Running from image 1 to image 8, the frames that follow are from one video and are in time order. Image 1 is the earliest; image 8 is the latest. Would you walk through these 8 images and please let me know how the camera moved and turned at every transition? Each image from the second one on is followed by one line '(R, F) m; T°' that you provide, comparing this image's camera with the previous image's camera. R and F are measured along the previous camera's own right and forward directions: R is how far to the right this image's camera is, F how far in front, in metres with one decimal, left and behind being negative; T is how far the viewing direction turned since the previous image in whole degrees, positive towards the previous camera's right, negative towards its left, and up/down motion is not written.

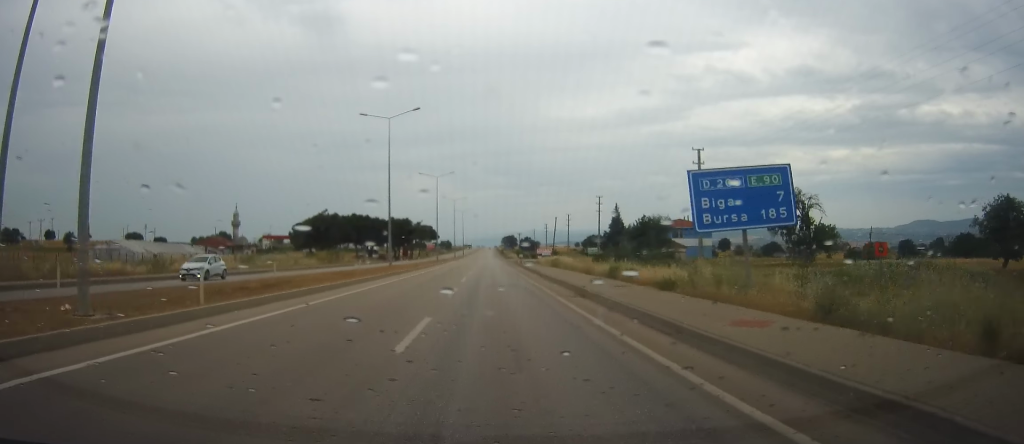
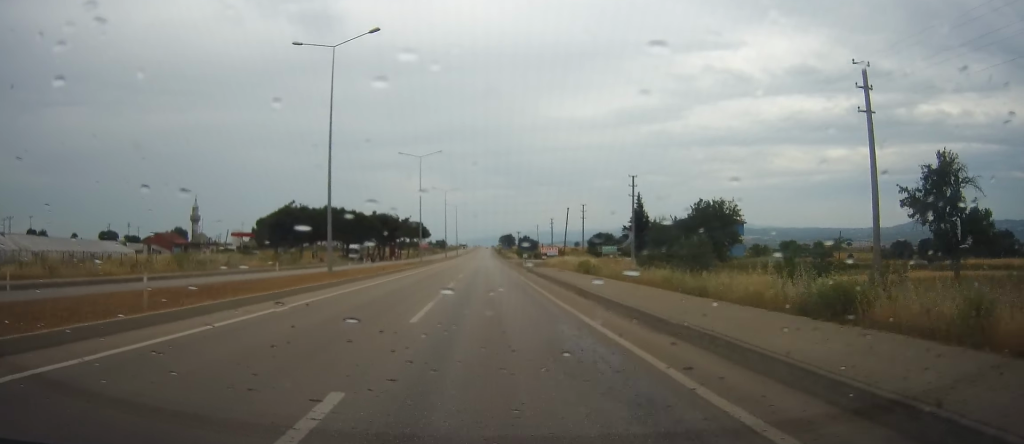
(0.0, +19.9) m; 0°
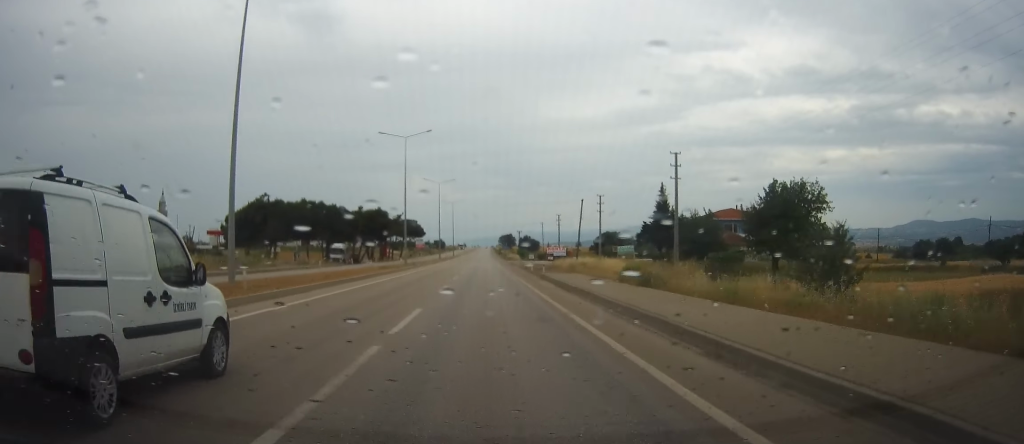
(-0.1, +13.8) m; 0°
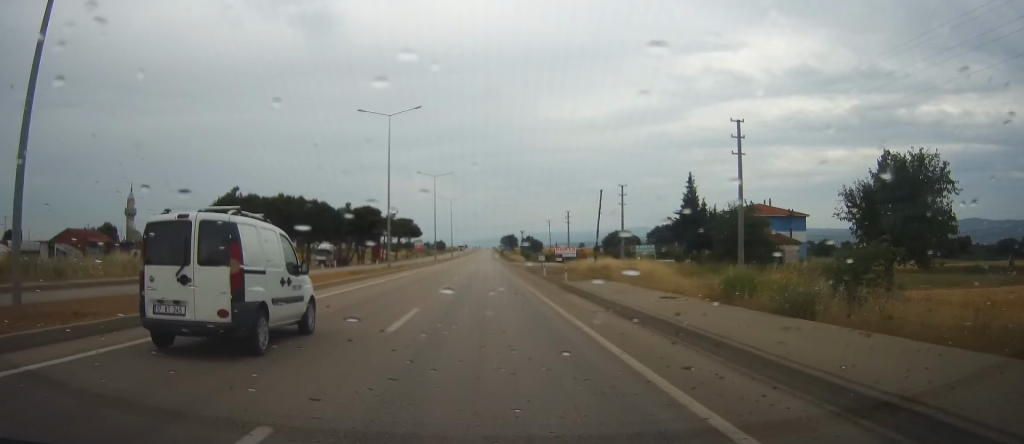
(-0.1, +11.7) m; 0°
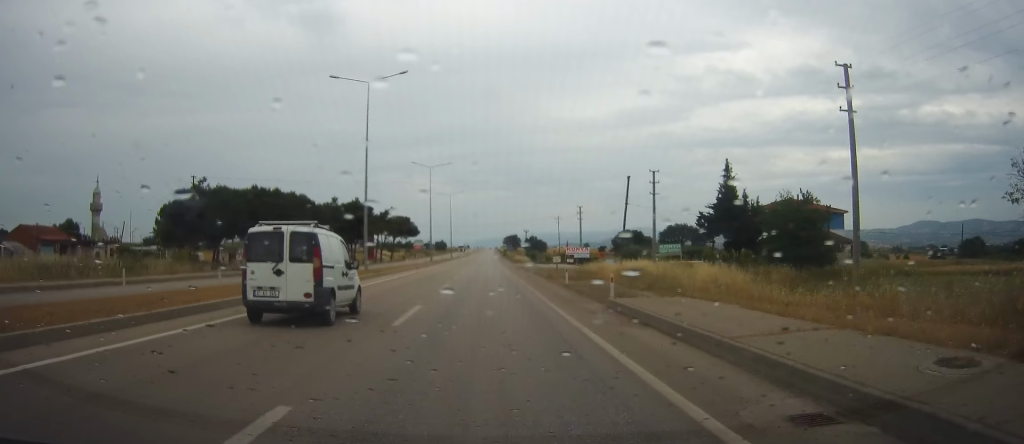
(+0.1, +10.9) m; 0°
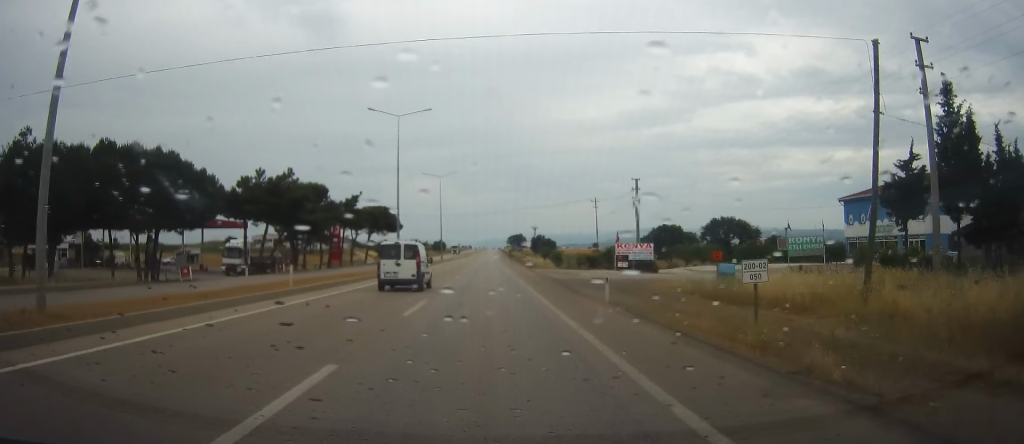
(-0.3, +33.1) m; -1°
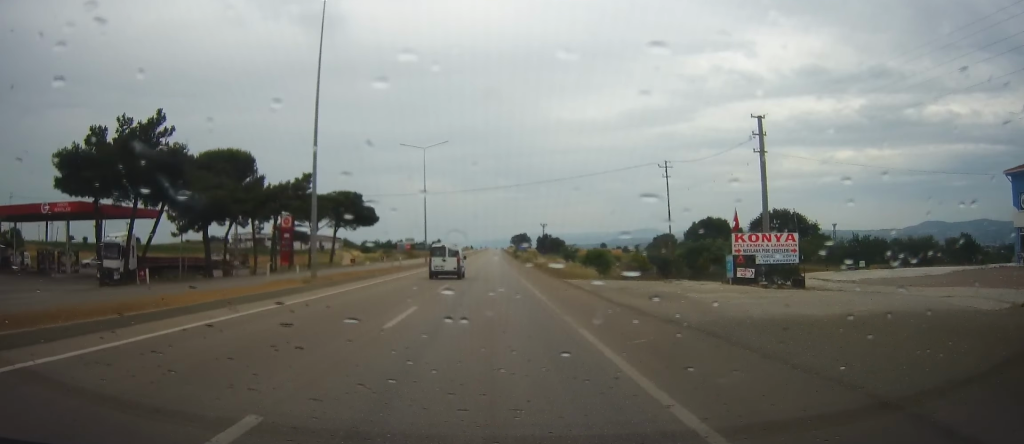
(+0.1, +27.1) m; +2°
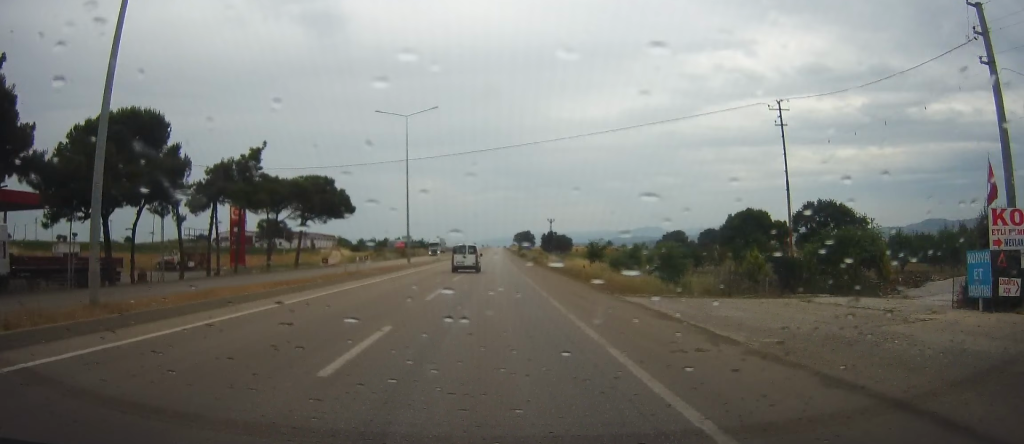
(+0.4, +16.8) m; 0°
